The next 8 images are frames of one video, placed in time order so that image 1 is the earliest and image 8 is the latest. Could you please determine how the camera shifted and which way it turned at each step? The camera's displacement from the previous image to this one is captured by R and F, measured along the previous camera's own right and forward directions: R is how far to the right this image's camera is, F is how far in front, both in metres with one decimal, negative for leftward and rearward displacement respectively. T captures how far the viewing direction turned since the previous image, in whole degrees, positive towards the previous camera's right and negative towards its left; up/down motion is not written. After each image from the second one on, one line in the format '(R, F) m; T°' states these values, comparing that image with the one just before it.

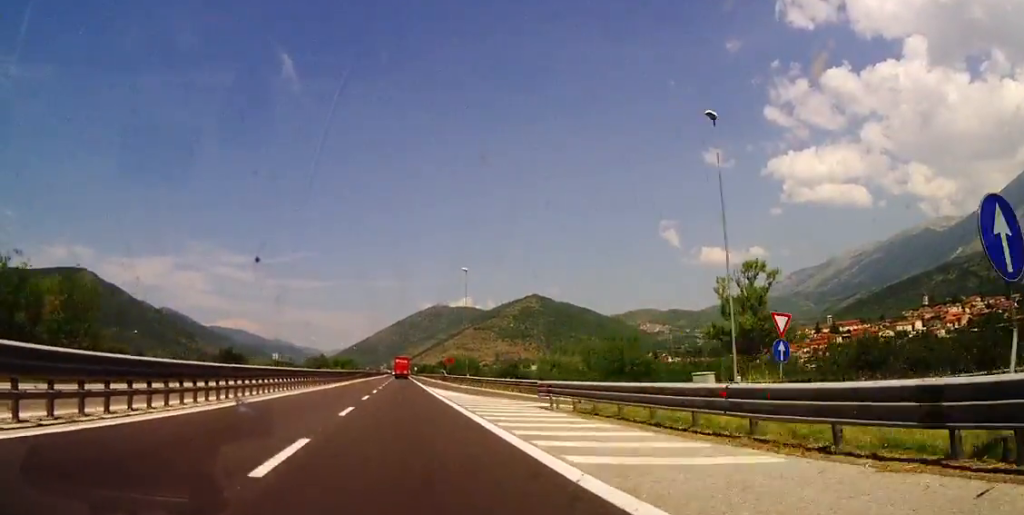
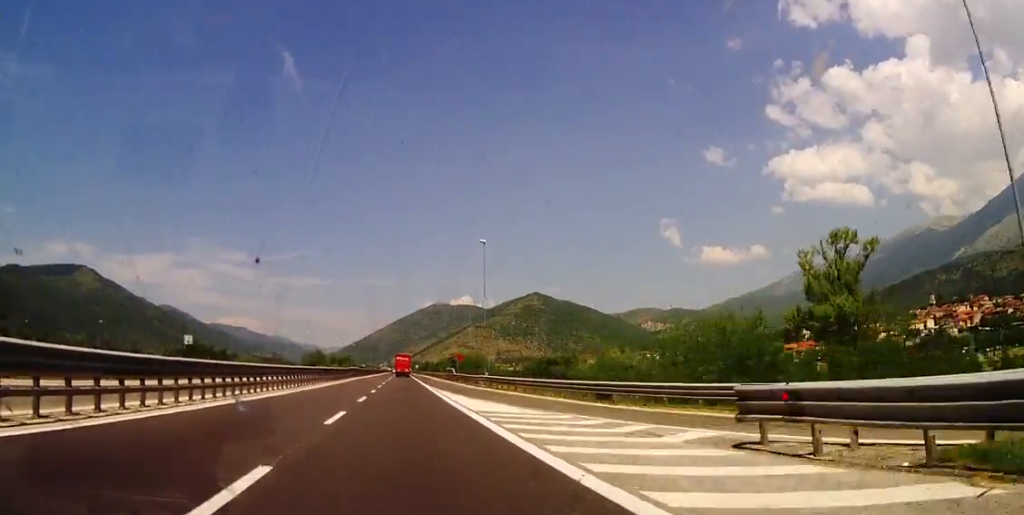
(-0.2, +15.2) m; 0°
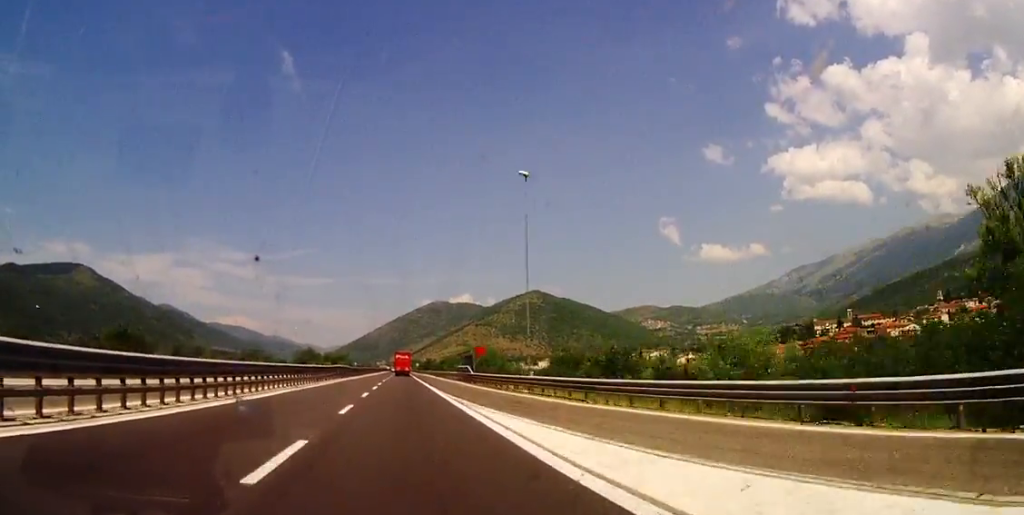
(+0.1, +19.9) m; 0°
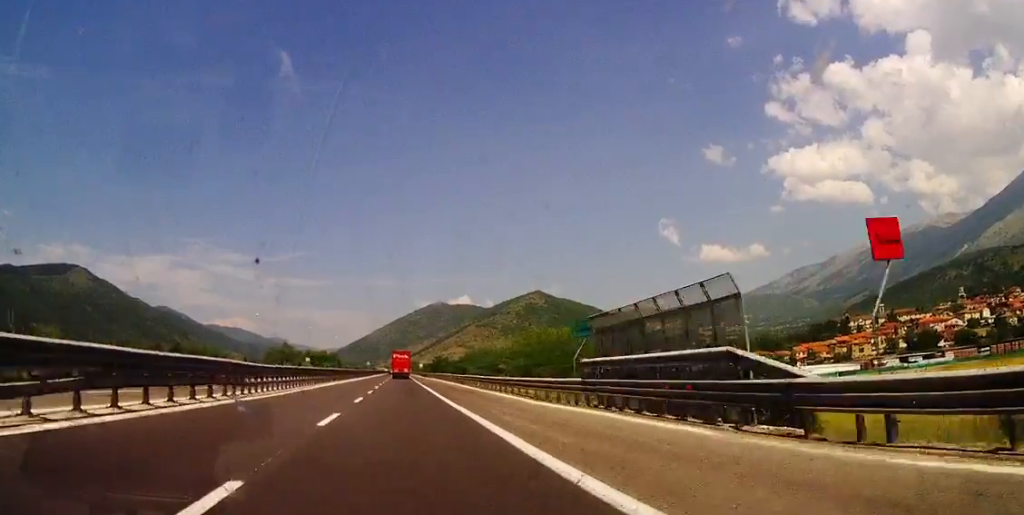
(+0.4, +50.4) m; 0°
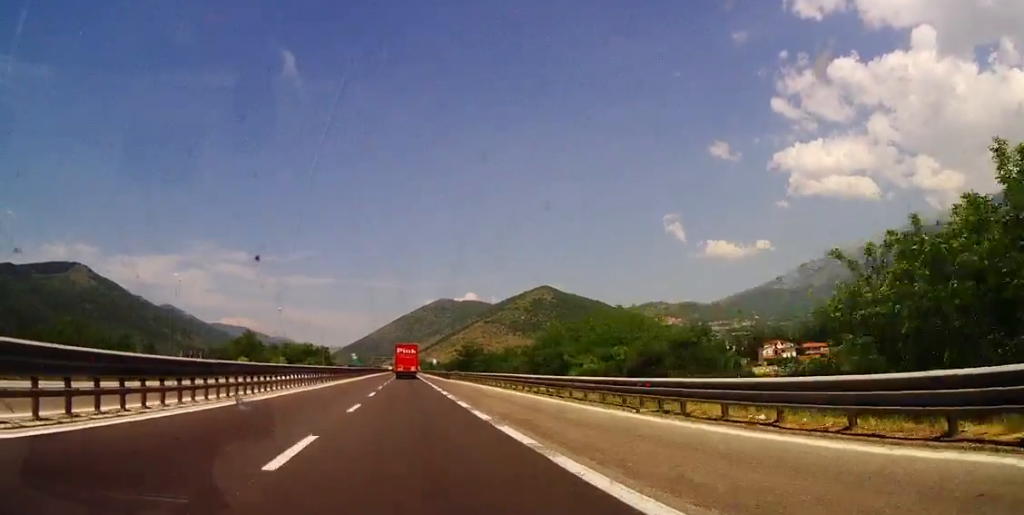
(-0.3, +52.6) m; 0°
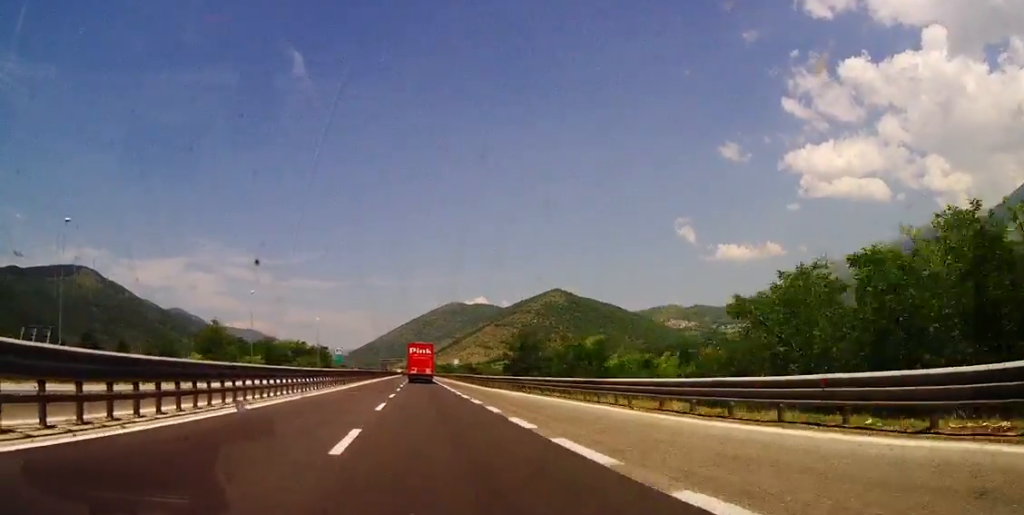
(+0.2, +32.9) m; 0°
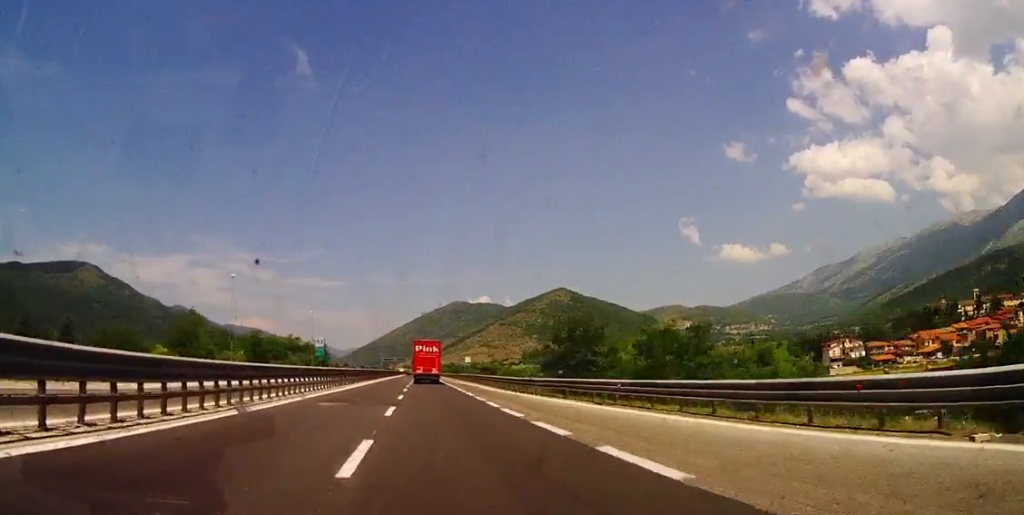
(-0.2, +14.0) m; 0°
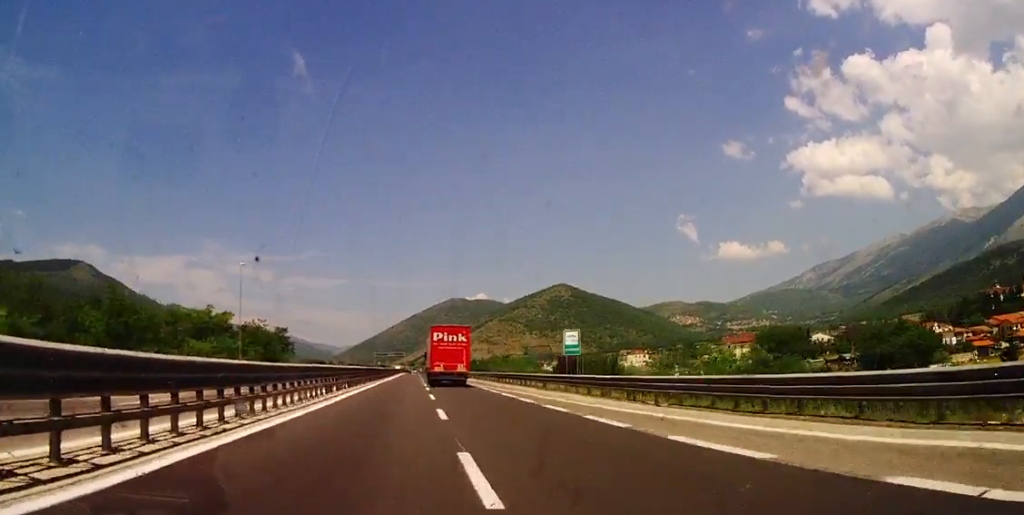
(-0.1, +59.4) m; -1°
